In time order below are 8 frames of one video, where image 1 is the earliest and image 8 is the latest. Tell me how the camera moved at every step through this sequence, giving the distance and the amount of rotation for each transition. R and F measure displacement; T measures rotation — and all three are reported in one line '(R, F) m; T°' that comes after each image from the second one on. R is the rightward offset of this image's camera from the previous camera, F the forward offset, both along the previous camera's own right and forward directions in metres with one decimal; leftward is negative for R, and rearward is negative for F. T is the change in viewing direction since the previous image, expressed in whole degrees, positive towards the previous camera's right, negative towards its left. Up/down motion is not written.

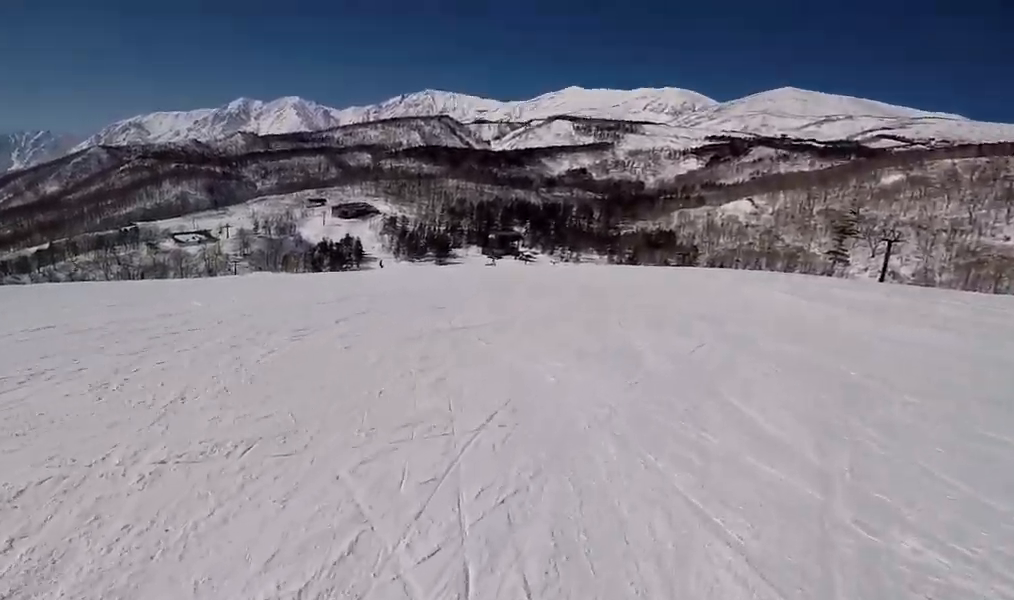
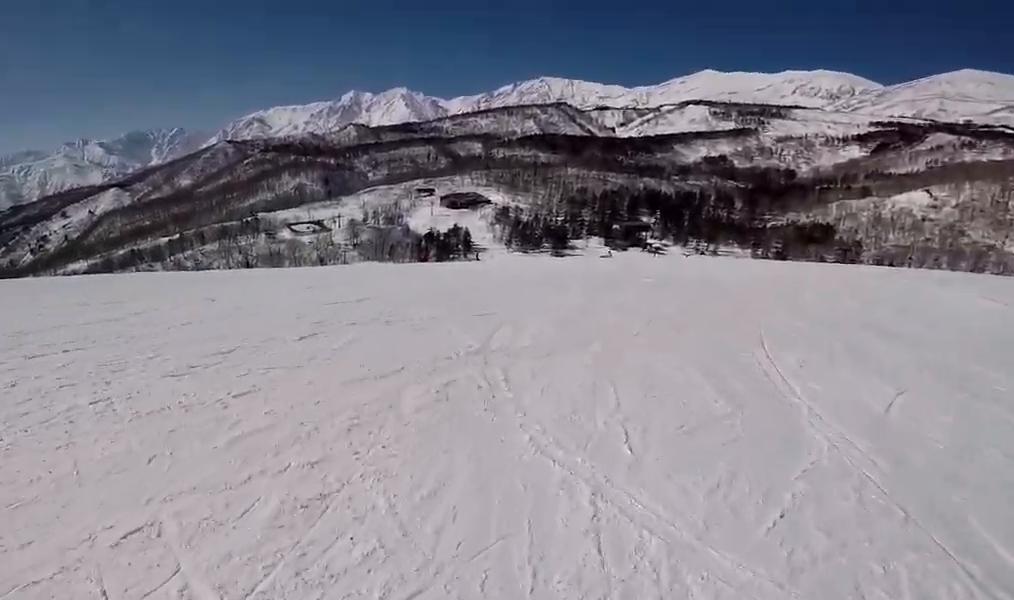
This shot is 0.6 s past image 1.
(-0.7, +3.4) m; -16°
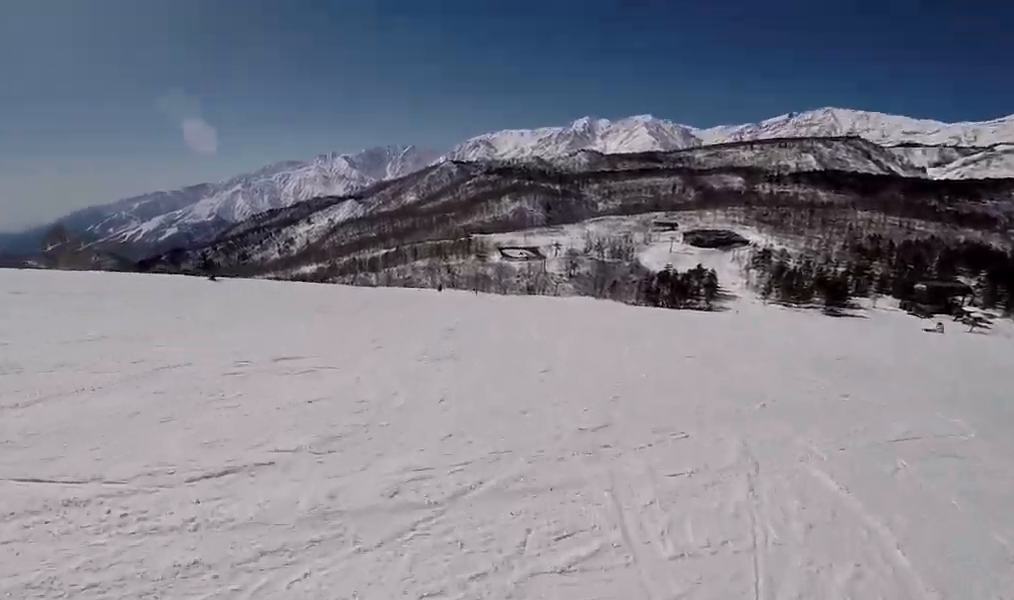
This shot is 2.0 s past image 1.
(-2.2, +7.2) m; -34°
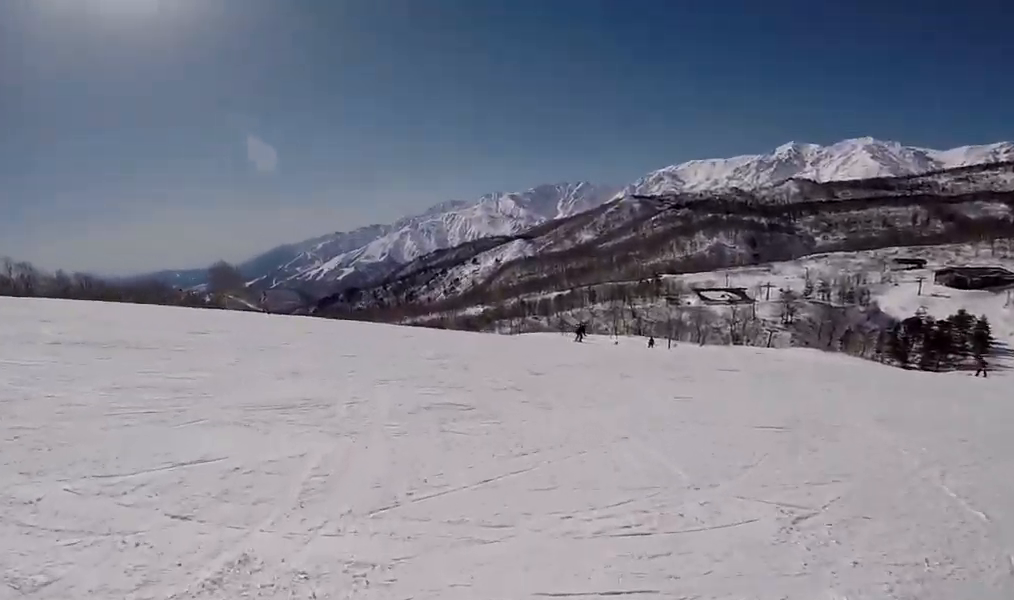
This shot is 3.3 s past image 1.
(-1.7, +5.8) m; -37°
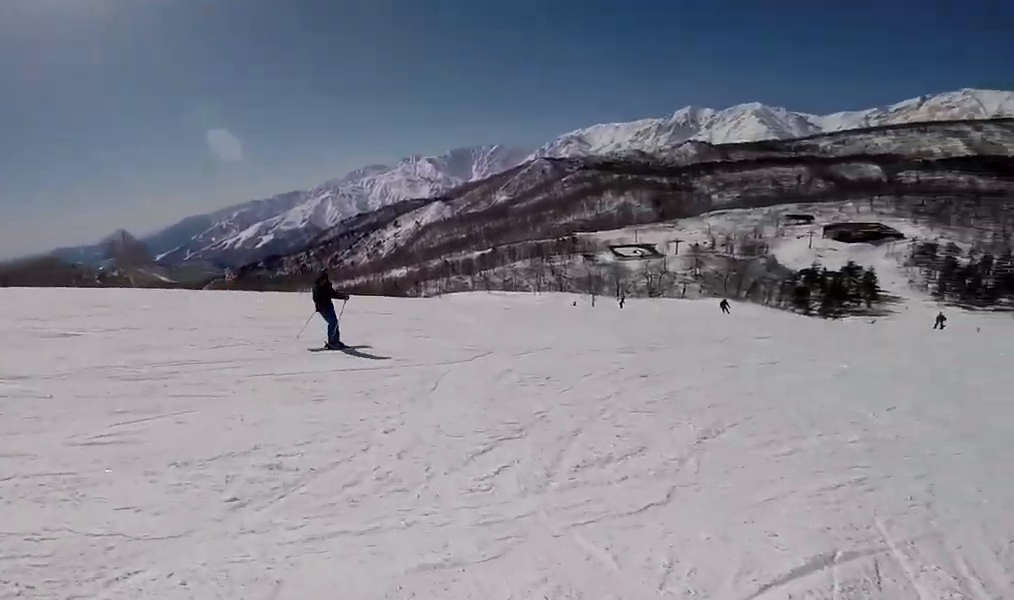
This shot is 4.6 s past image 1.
(-1.9, +6.3) m; -4°
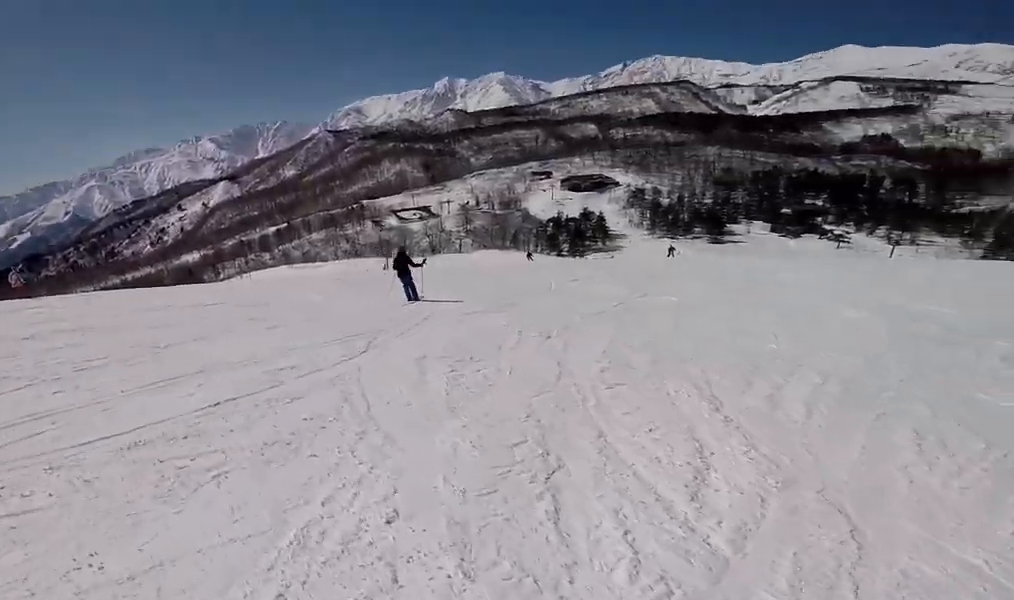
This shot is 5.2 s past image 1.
(-0.1, +2.4) m; +16°
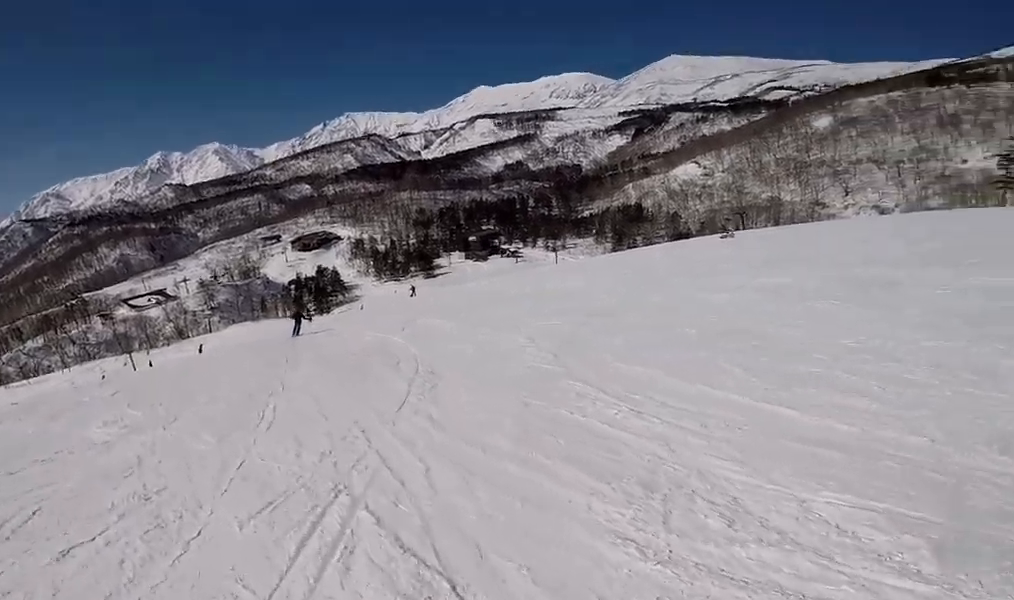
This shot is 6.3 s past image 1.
(+2.2, +4.2) m; +46°
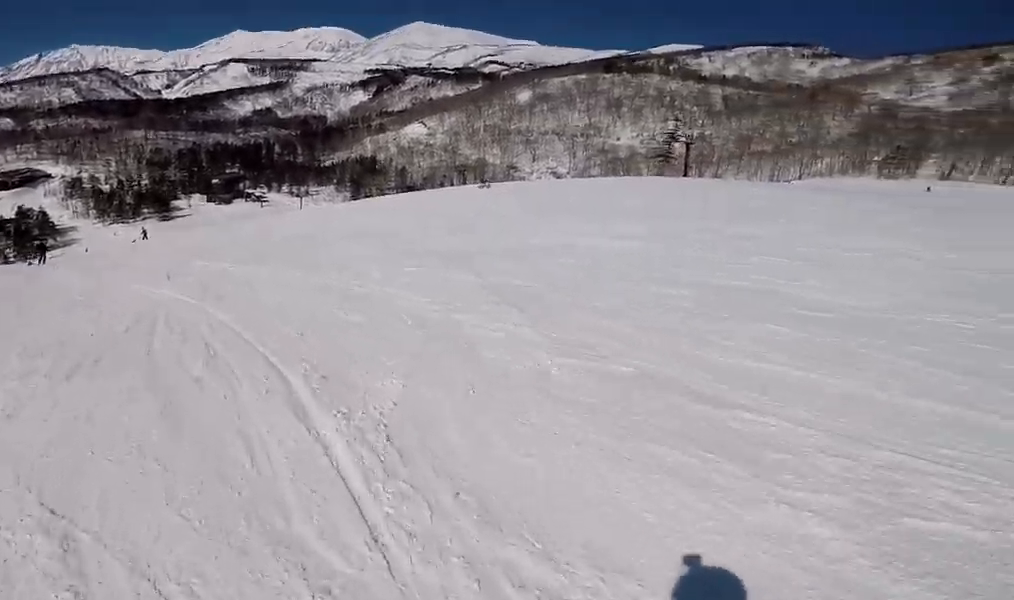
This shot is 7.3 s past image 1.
(+1.1, +4.2) m; +17°
